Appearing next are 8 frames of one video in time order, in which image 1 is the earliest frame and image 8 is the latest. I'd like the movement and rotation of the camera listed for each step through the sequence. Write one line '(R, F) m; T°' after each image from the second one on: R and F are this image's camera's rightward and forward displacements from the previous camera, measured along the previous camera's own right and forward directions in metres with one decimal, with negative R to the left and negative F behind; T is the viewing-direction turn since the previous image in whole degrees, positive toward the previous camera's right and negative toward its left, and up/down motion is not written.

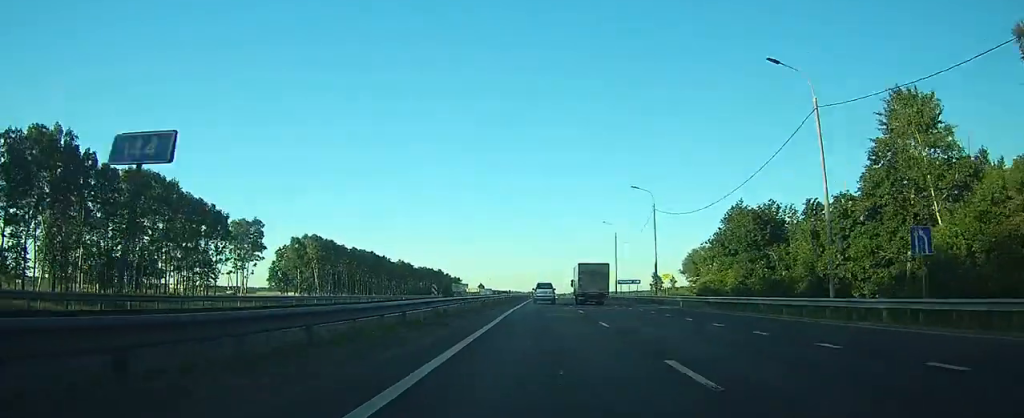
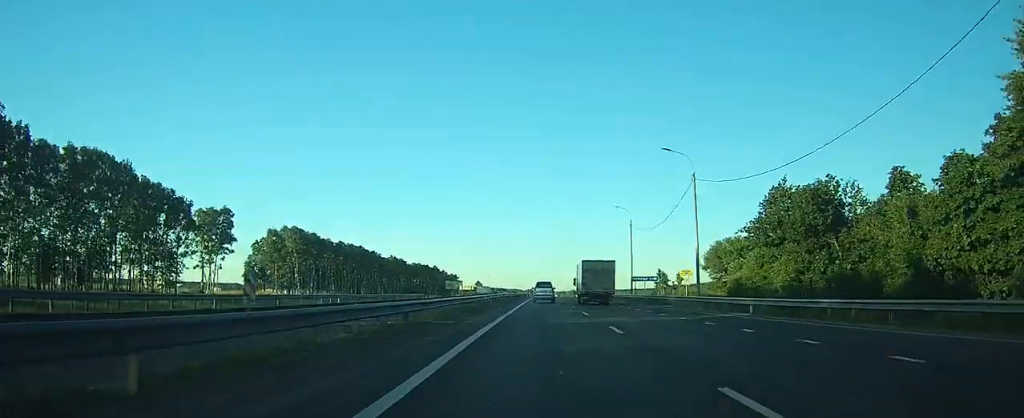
(0.0, +15.0) m; 0°
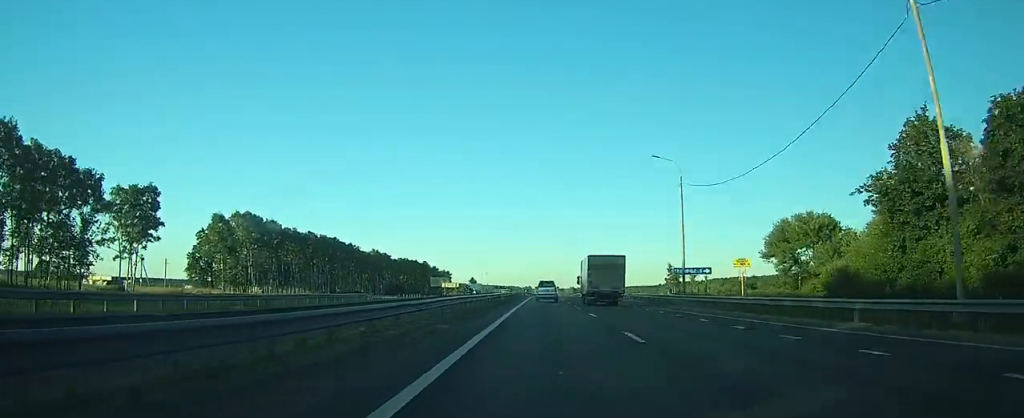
(-0.1, +27.4) m; 0°
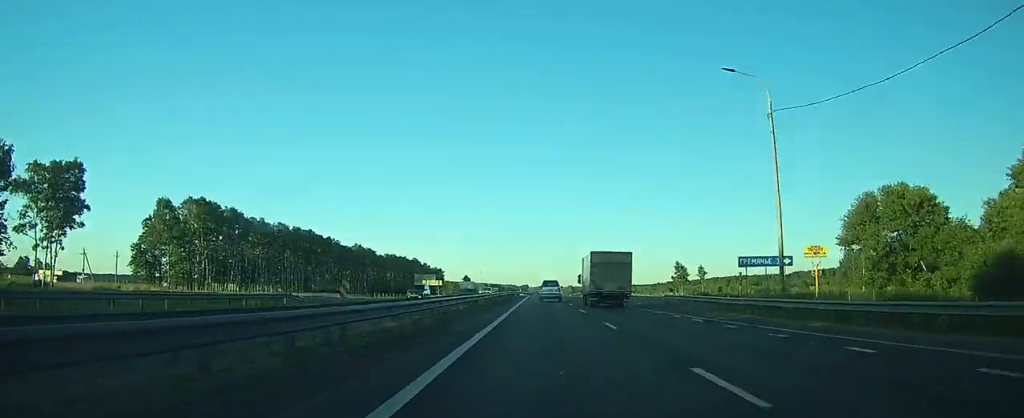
(0.0, +19.8) m; 0°
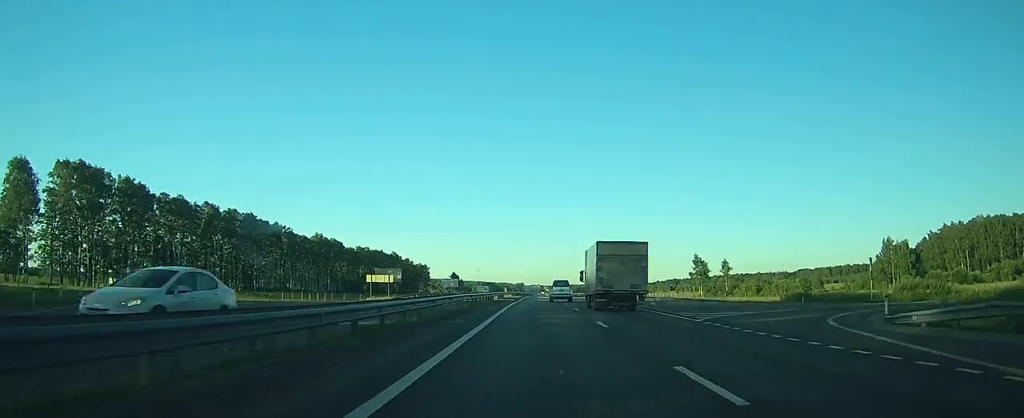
(0.0, +36.7) m; 0°
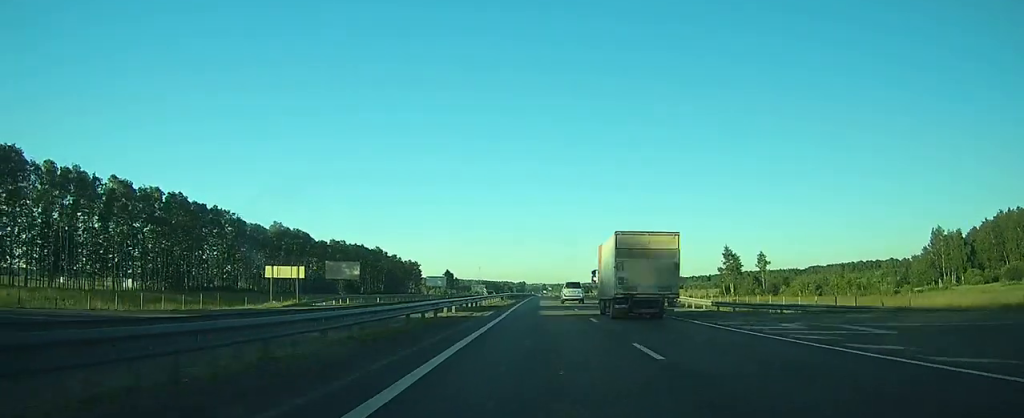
(+0.1, +32.7) m; 0°
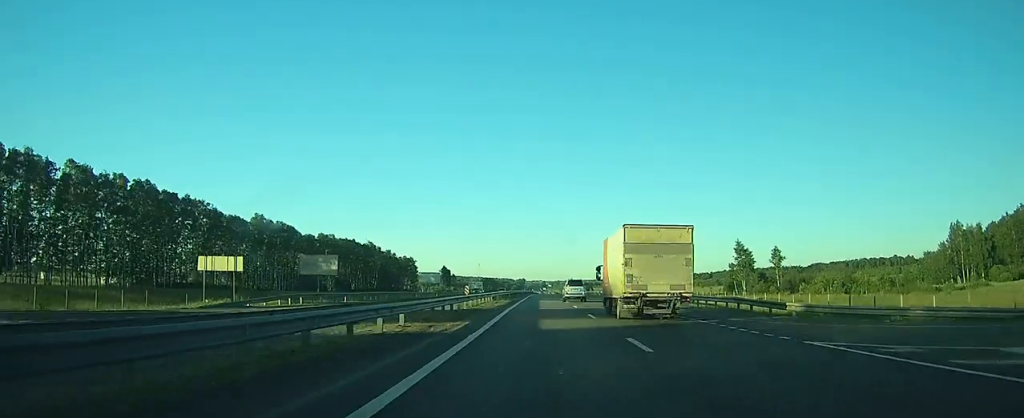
(-0.1, +11.1) m; 0°
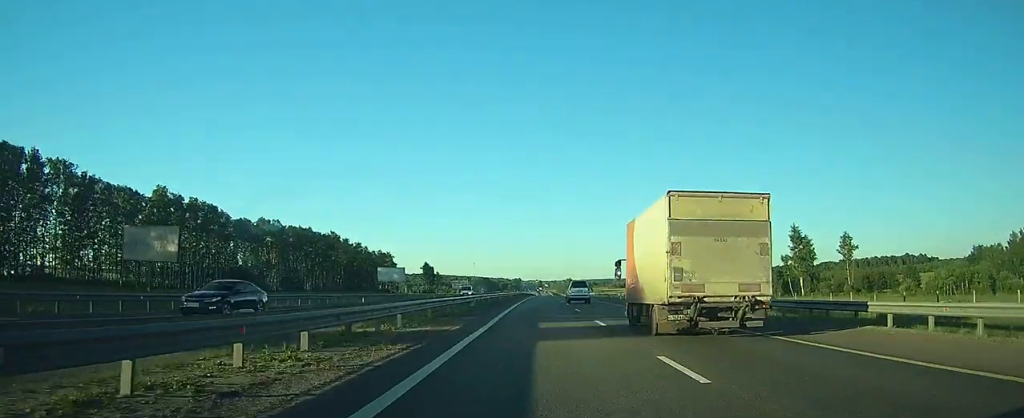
(-0.2, +40.5) m; -1°
